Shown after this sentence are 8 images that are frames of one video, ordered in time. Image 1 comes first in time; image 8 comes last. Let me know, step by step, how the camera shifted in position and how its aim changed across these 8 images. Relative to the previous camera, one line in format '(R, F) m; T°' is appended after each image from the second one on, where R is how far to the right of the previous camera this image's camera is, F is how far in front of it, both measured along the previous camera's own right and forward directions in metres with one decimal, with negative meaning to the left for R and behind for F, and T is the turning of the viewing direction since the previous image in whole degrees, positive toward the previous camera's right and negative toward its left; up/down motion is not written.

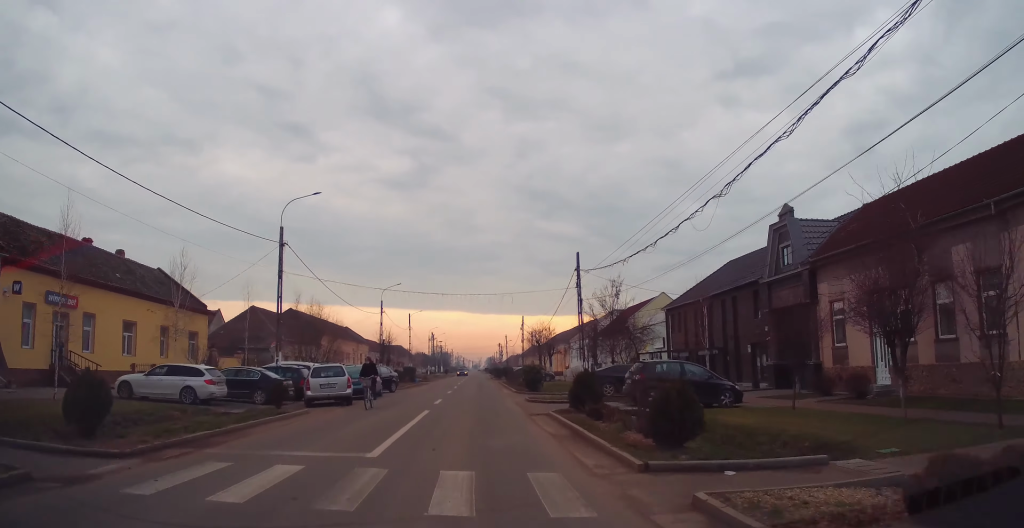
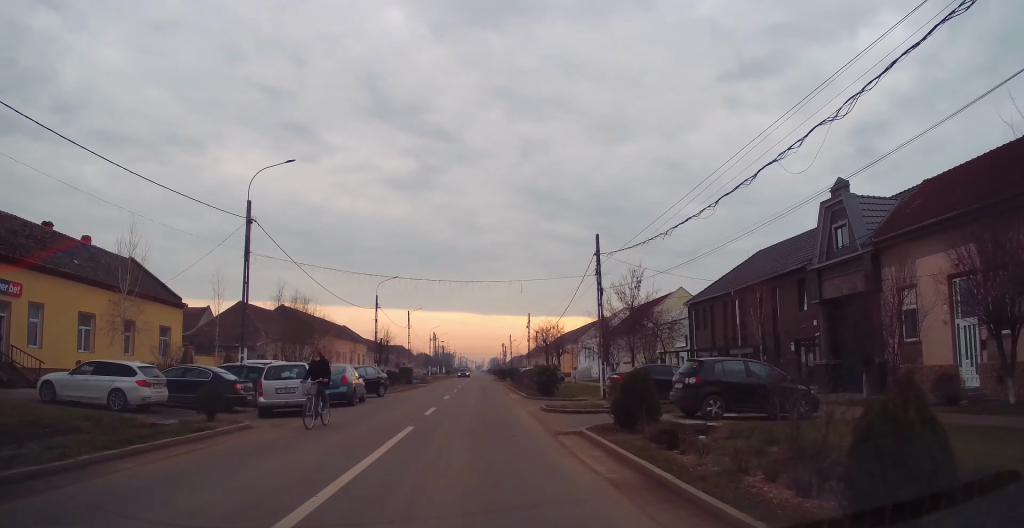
(+0.1, +5.0) m; 0°
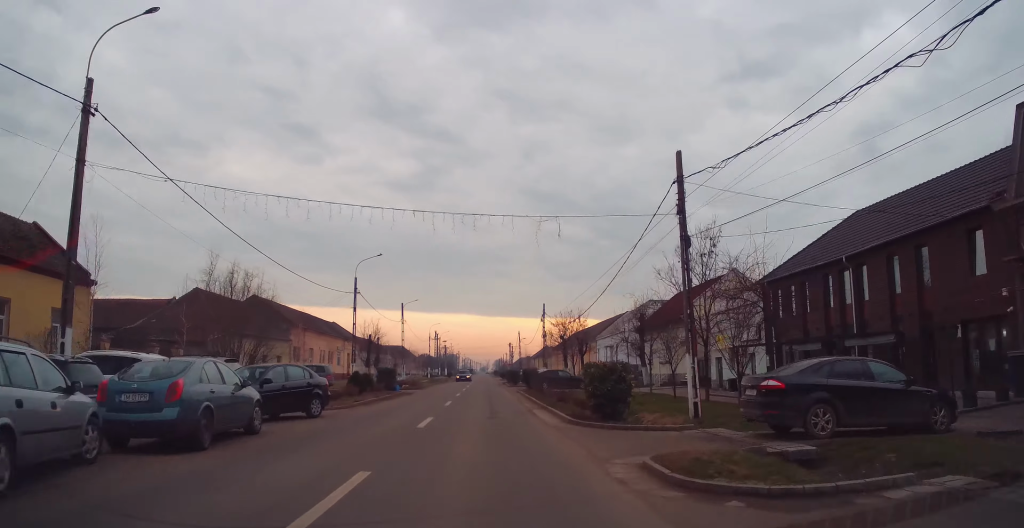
(-0.2, +12.1) m; -2°
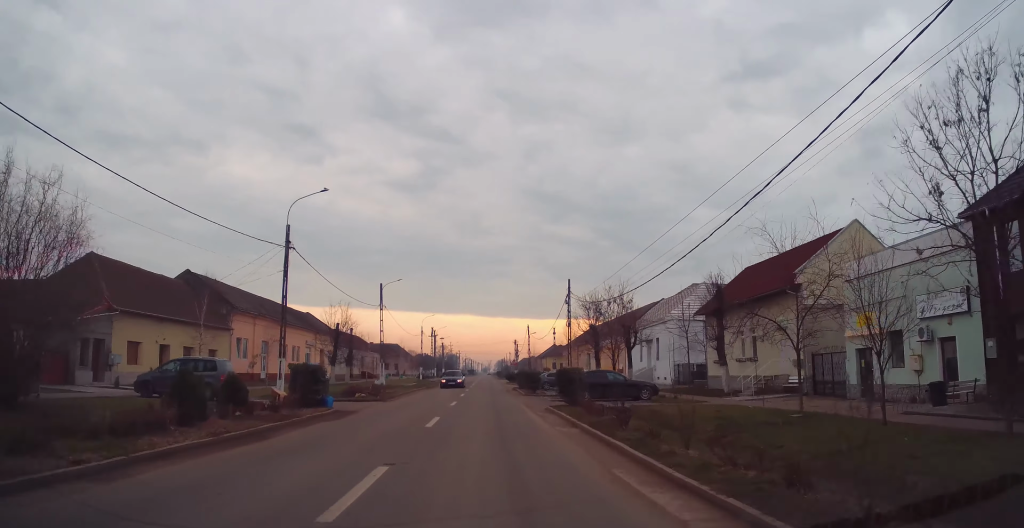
(0.0, +16.9) m; +1°
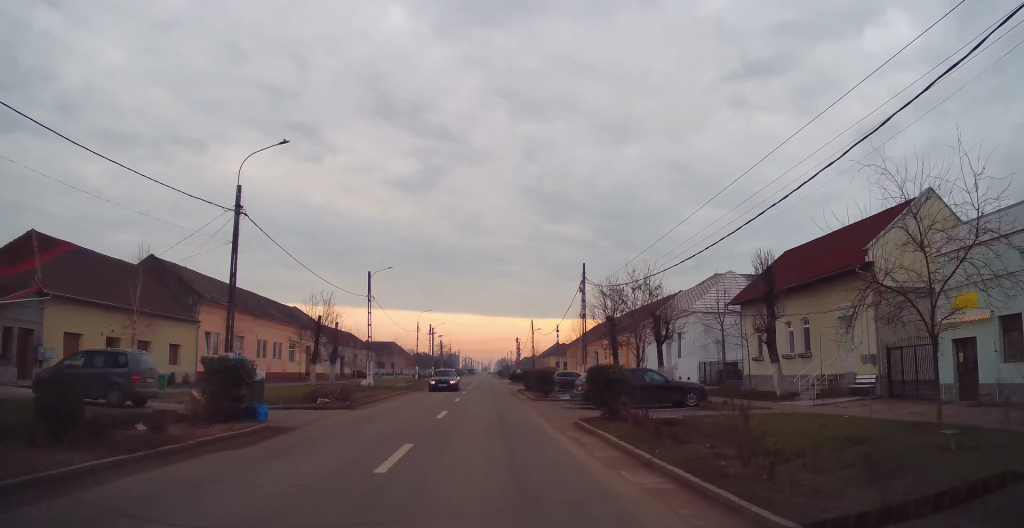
(+0.1, +6.3) m; 0°
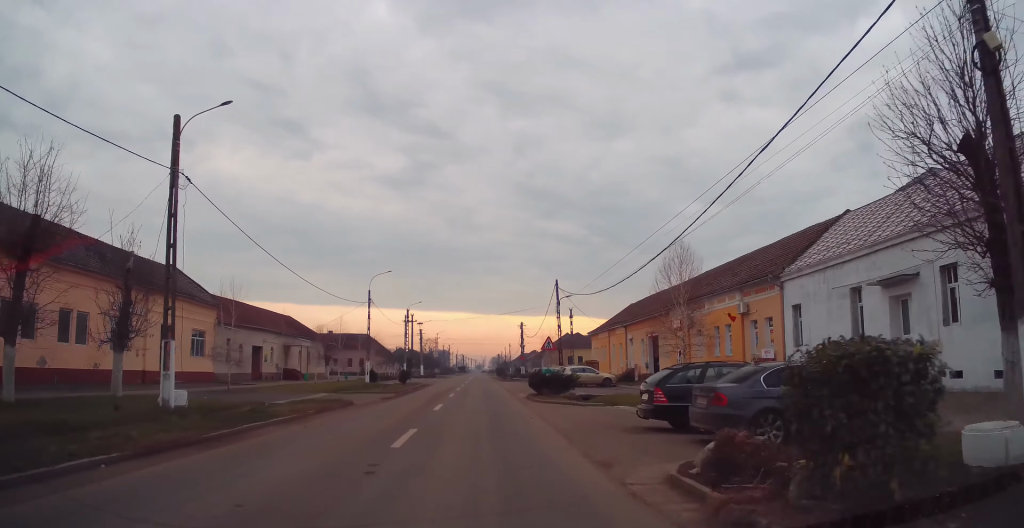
(+0.4, +33.2) m; +1°
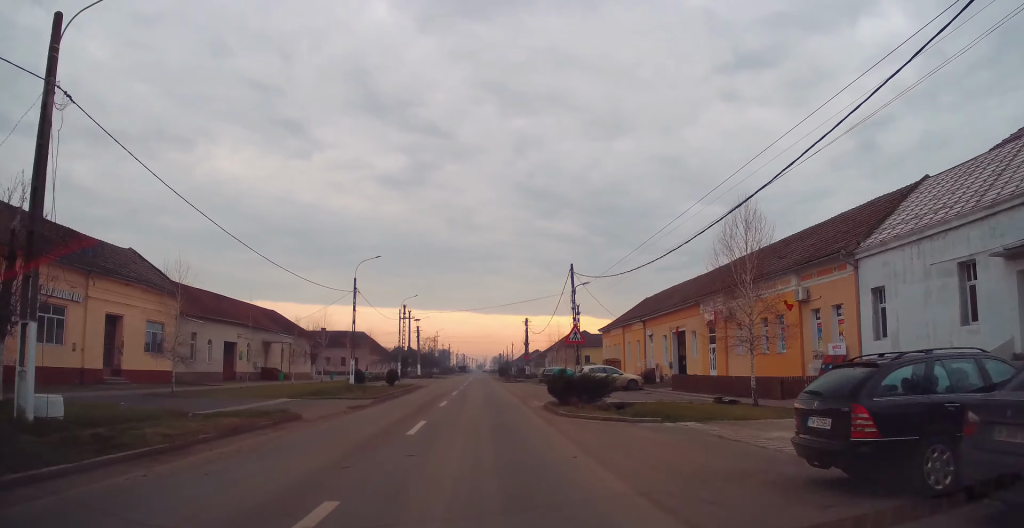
(-0.2, +7.2) m; -1°
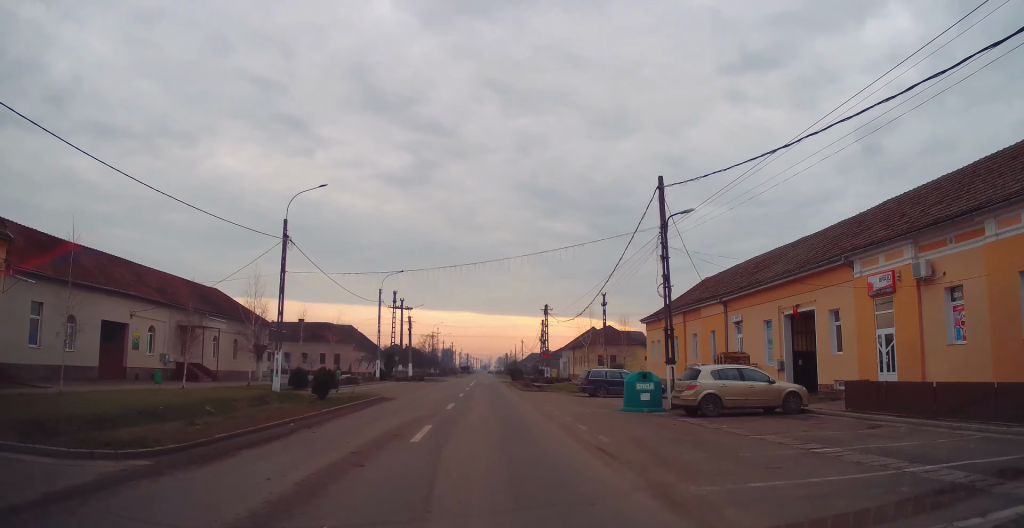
(-0.2, +19.5) m; 0°
